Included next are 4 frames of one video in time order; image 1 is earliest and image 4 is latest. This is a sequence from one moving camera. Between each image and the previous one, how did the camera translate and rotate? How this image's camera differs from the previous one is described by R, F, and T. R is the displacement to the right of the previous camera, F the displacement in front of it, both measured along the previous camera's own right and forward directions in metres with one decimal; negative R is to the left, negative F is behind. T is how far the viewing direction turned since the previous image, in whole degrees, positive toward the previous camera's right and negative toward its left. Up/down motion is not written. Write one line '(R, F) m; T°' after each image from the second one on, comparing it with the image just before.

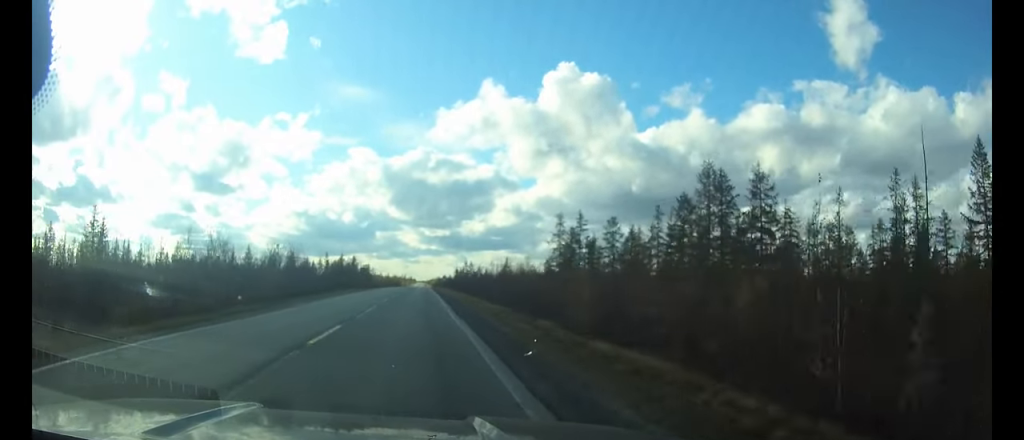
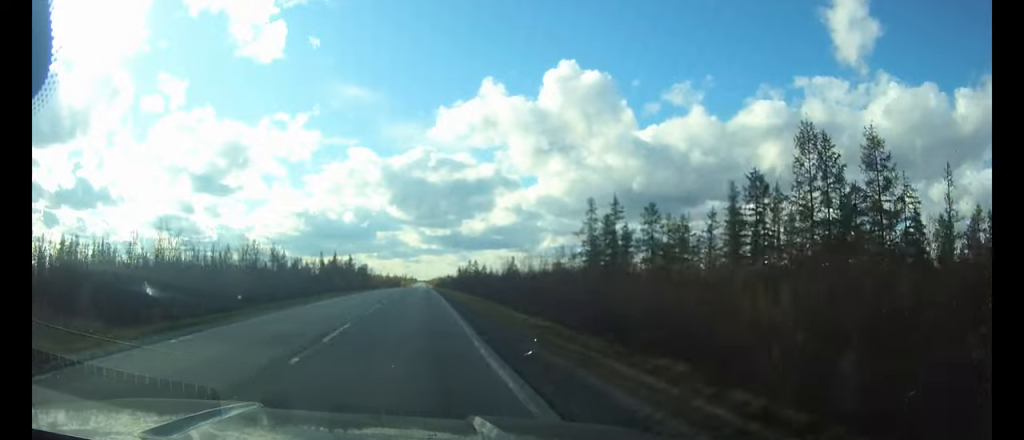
(0.0, +12.5) m; 0°
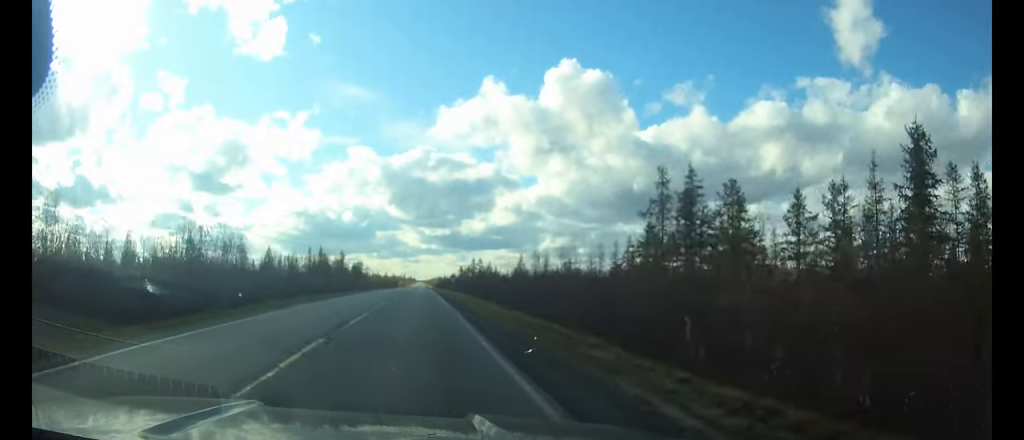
(0.0, +17.2) m; 0°
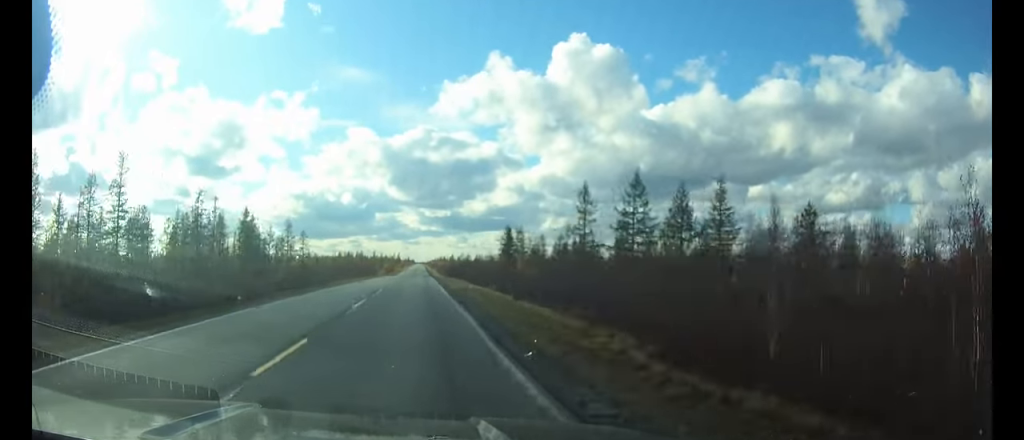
(+0.3, +114.9) m; 0°
